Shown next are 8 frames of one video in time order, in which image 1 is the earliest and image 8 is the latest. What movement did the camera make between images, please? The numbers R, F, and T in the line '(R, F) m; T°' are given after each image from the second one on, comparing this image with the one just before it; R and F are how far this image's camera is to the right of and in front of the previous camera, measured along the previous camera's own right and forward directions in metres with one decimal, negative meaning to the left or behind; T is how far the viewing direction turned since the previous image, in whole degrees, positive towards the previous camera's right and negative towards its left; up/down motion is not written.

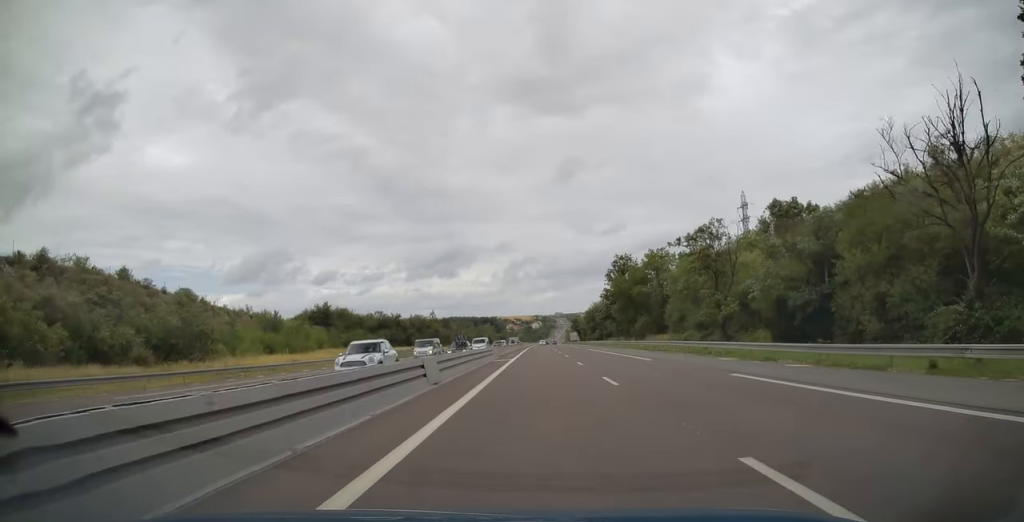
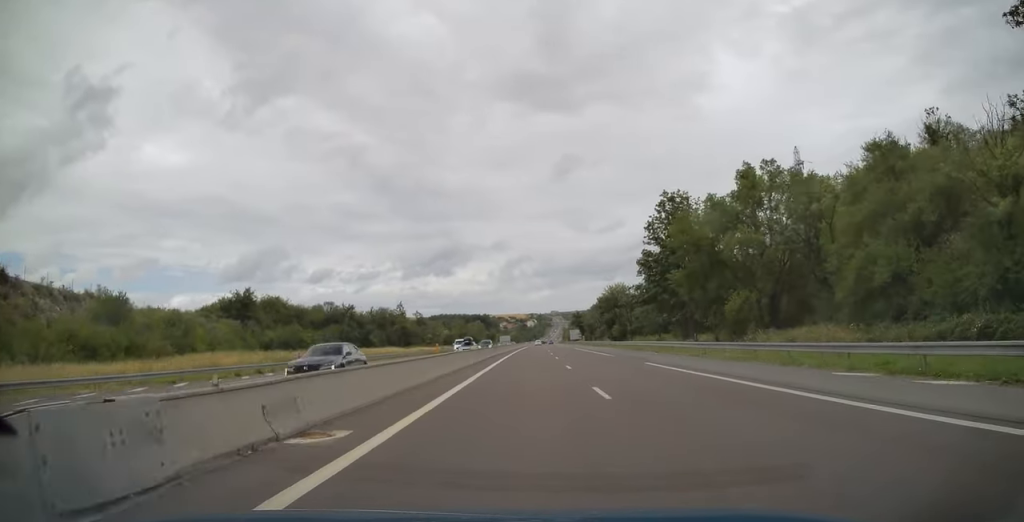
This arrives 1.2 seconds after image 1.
(-0.1, +42.3) m; 0°
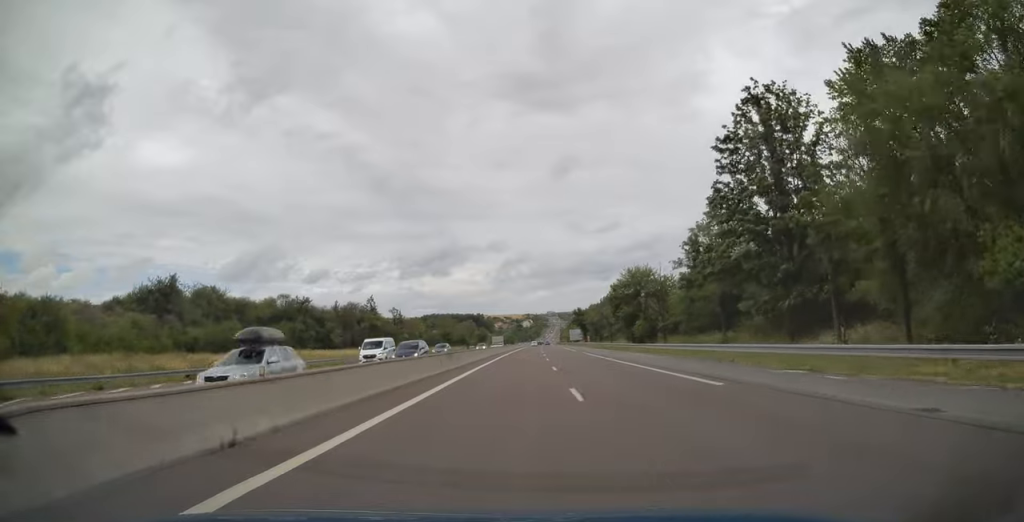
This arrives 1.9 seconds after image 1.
(0.0, +25.9) m; 0°
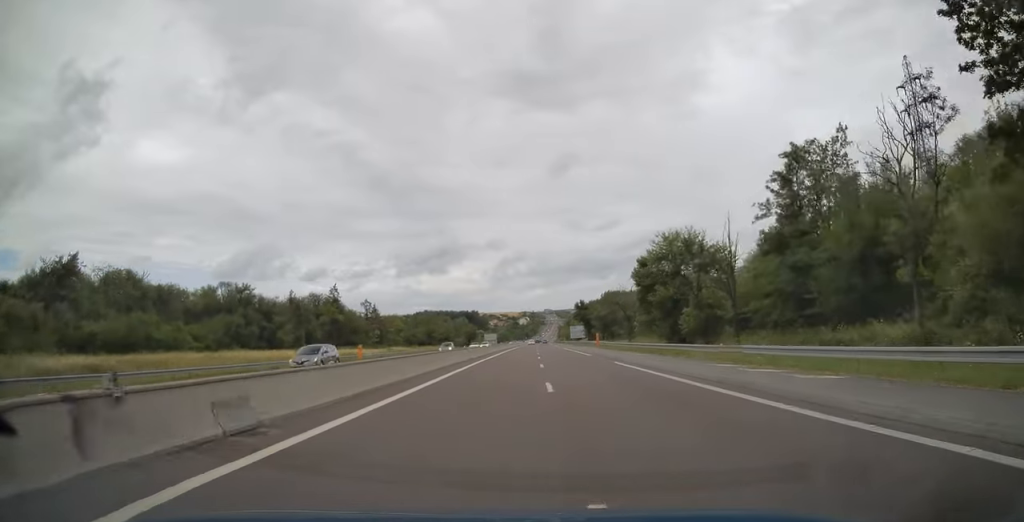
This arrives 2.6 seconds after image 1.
(+0.1, +24.1) m; 0°
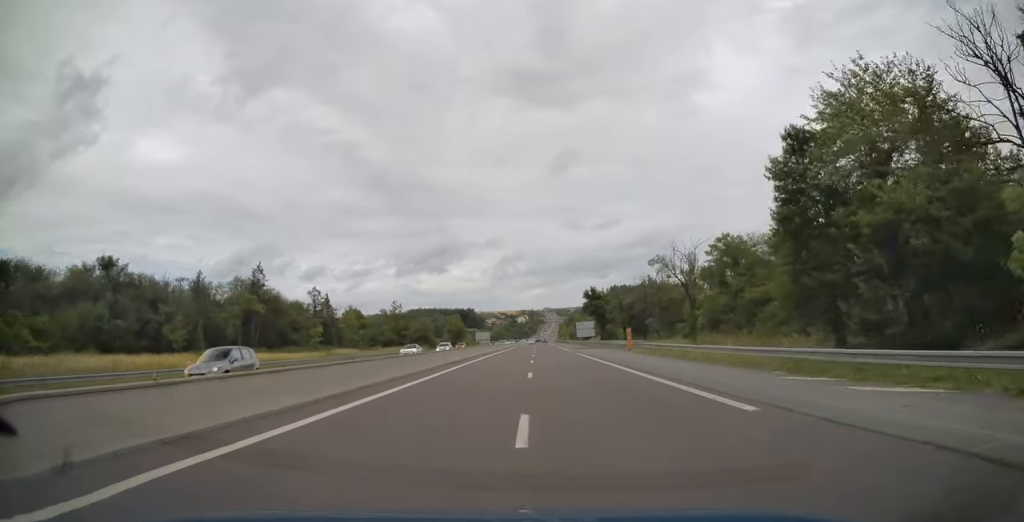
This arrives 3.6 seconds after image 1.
(+0.1, +33.5) m; 0°
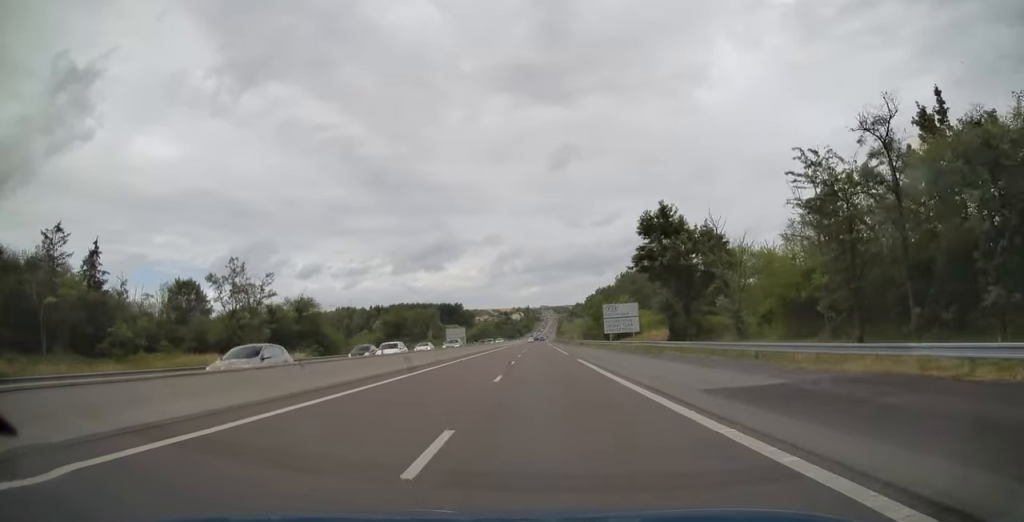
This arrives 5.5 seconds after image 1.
(+0.3, +66.8) m; 0°
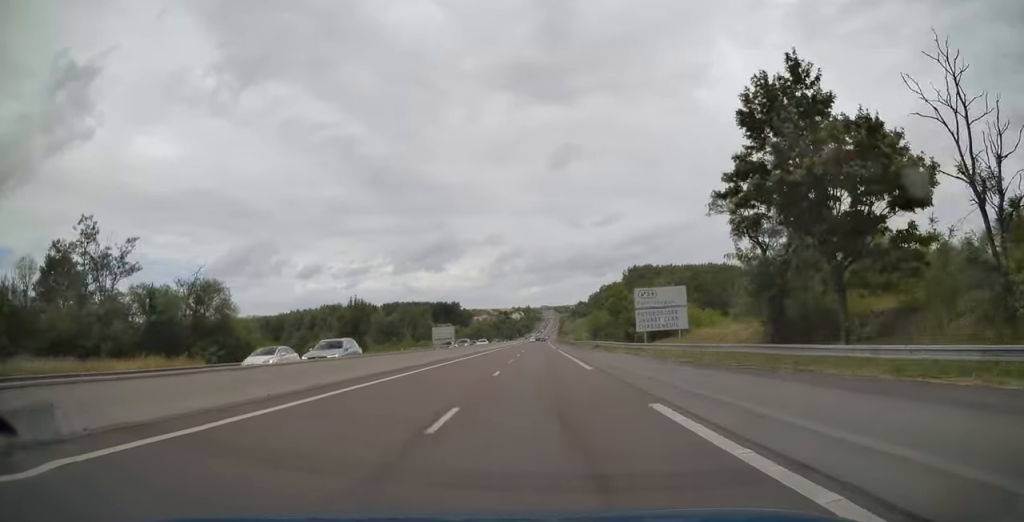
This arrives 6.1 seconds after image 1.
(0.0, +23.4) m; 0°
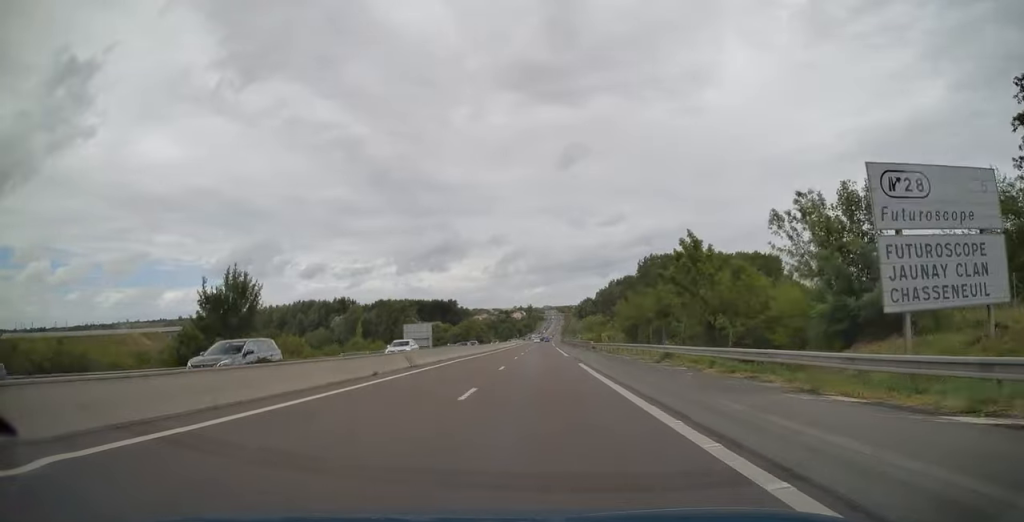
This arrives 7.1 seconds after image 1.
(0.0, +34.3) m; 0°
